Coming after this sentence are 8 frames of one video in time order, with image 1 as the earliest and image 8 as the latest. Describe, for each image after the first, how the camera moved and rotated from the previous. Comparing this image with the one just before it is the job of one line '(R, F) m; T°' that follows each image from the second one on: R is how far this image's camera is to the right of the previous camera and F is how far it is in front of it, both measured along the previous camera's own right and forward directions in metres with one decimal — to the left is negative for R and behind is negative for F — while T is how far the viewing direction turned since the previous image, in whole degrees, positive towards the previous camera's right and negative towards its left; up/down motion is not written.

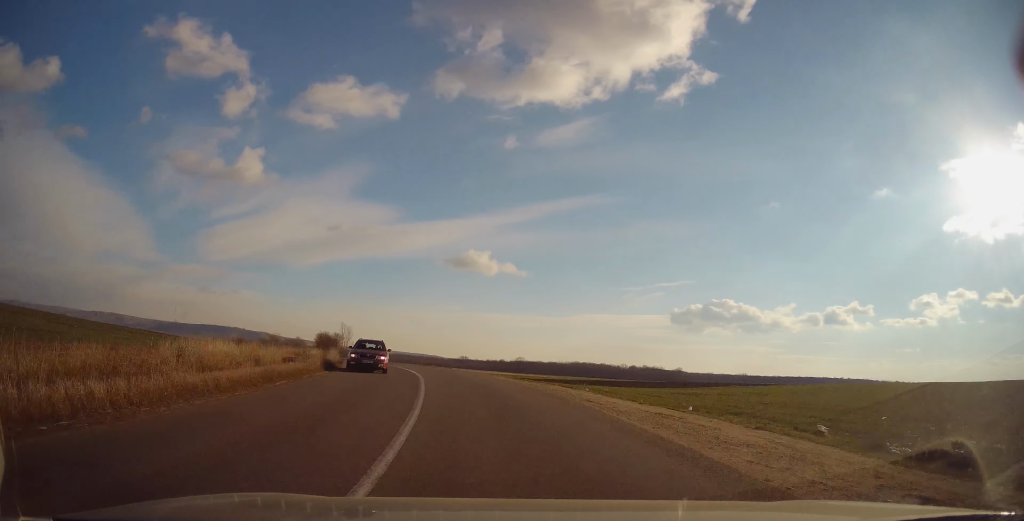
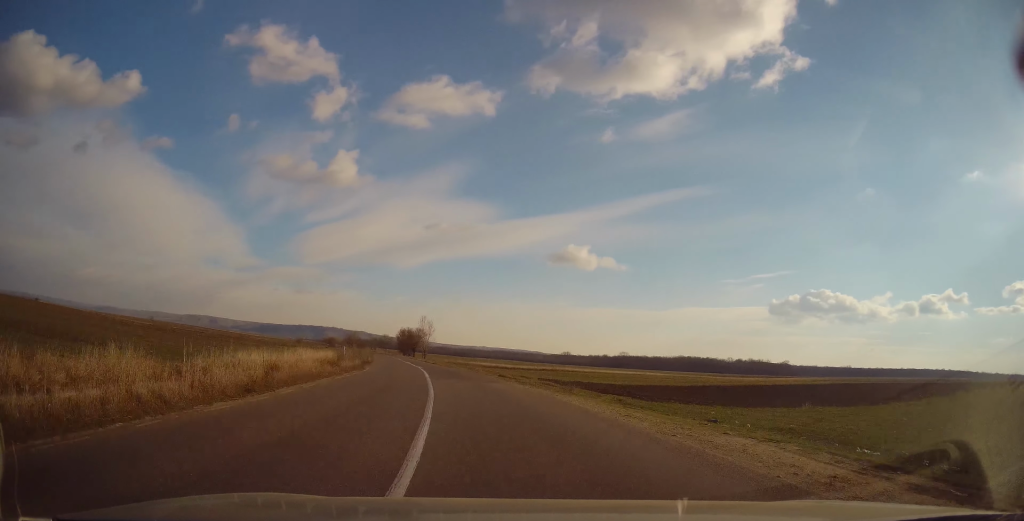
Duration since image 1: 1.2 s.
(-1.8, +23.0) m; -9°
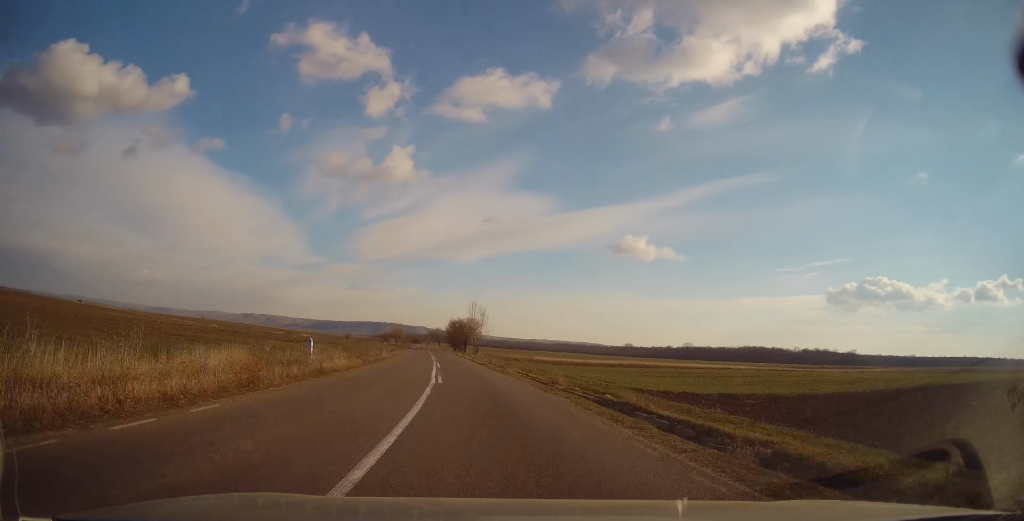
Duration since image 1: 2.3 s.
(-1.3, +20.8) m; -7°
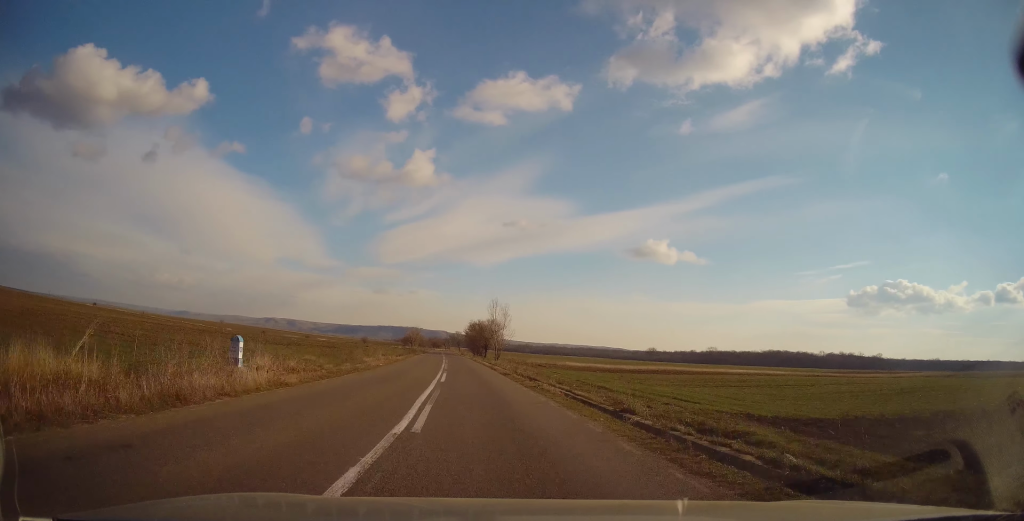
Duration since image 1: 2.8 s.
(+0.1, +9.2) m; -3°
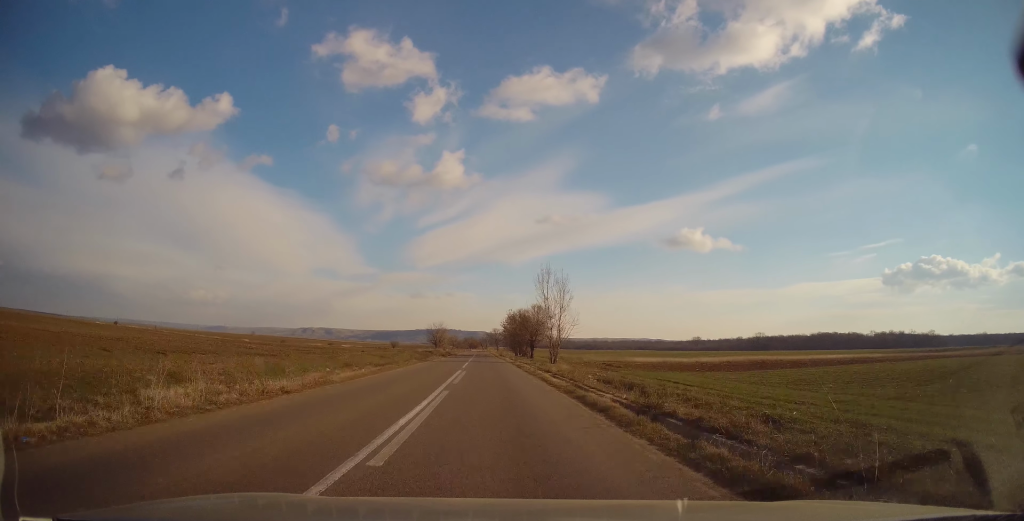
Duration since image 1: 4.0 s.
(-1.8, +26.6) m; -5°
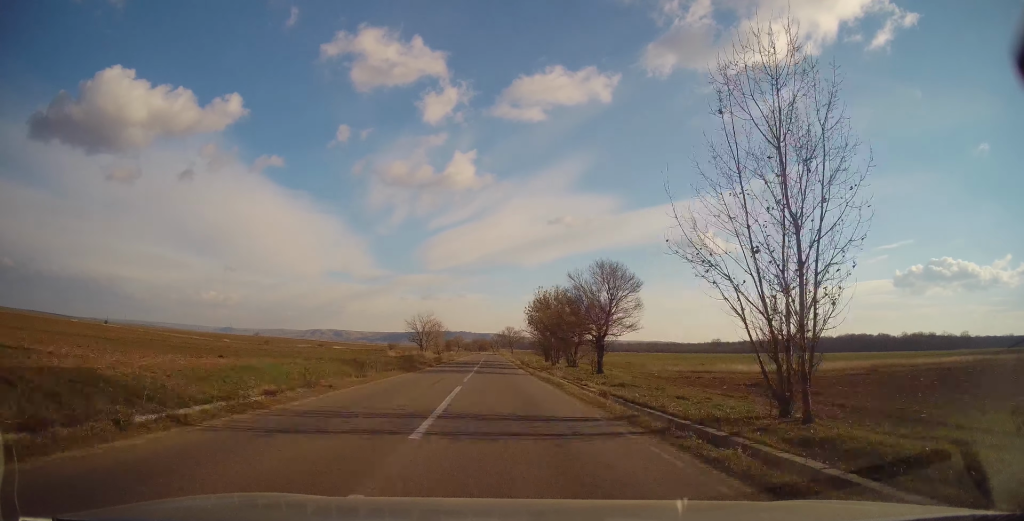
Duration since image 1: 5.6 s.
(-0.5, +35.8) m; 0°
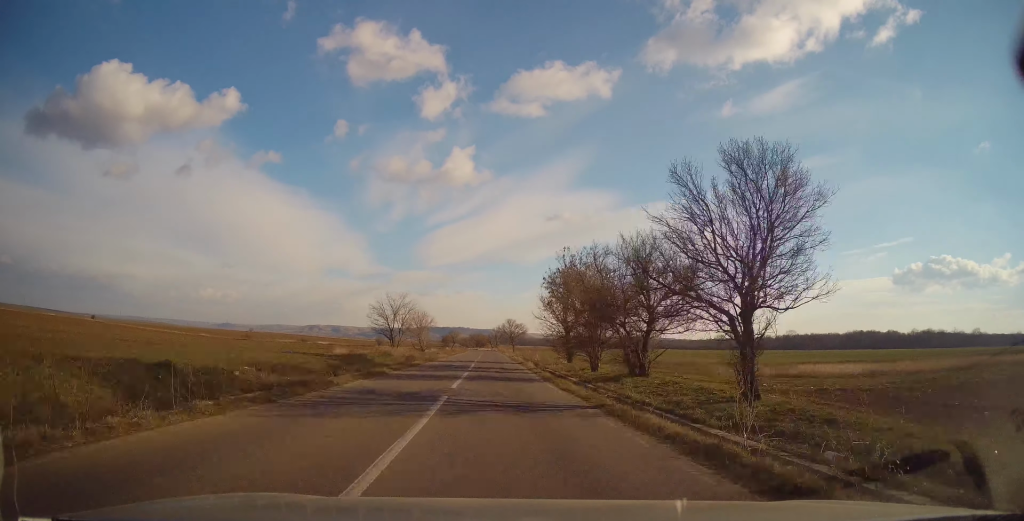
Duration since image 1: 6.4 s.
(+0.2, +18.4) m; 0°
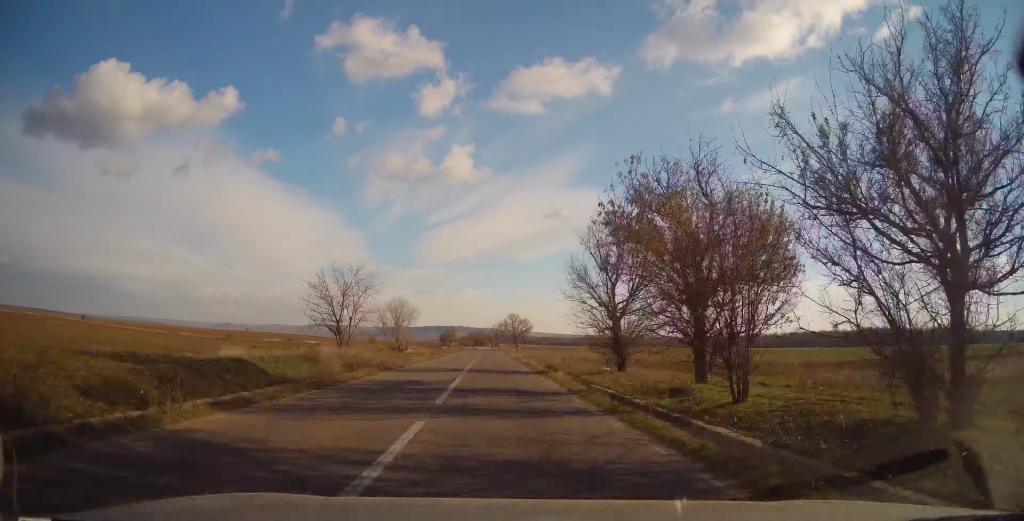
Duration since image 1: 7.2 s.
(-0.1, +17.1) m; 0°
